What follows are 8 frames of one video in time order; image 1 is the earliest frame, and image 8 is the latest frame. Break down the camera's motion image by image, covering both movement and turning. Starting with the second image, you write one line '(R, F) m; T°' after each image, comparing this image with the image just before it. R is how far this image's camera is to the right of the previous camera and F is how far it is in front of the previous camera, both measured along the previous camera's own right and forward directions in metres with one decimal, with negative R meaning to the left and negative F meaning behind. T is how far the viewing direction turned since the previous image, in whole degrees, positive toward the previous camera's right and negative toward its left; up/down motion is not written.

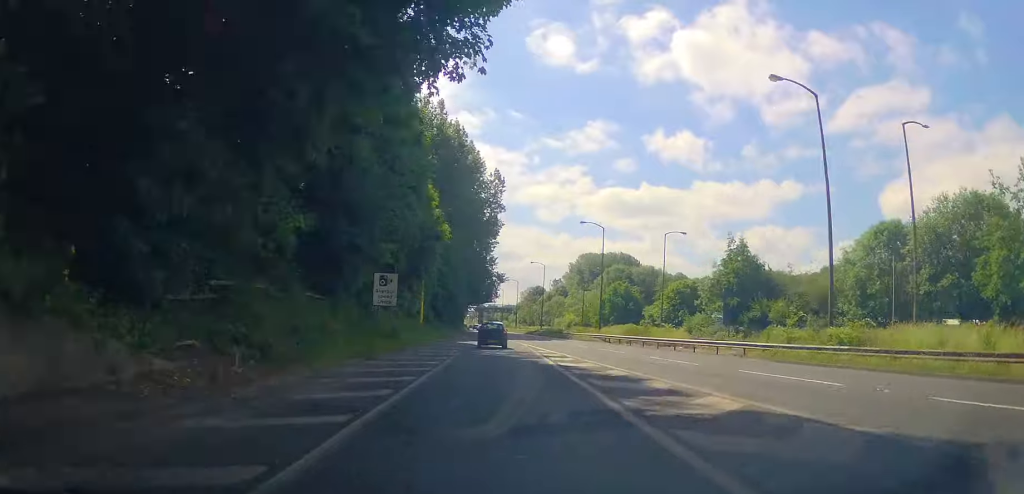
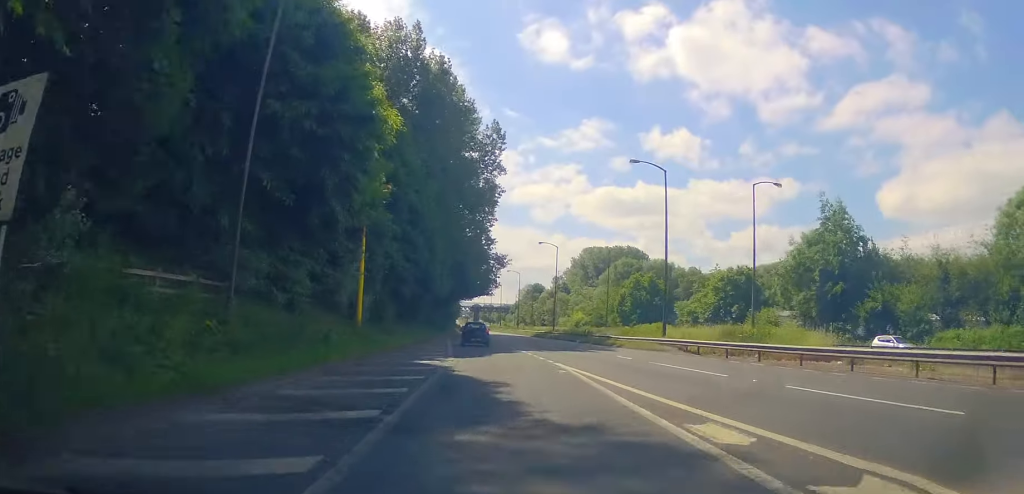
(+0.2, +23.7) m; +1°
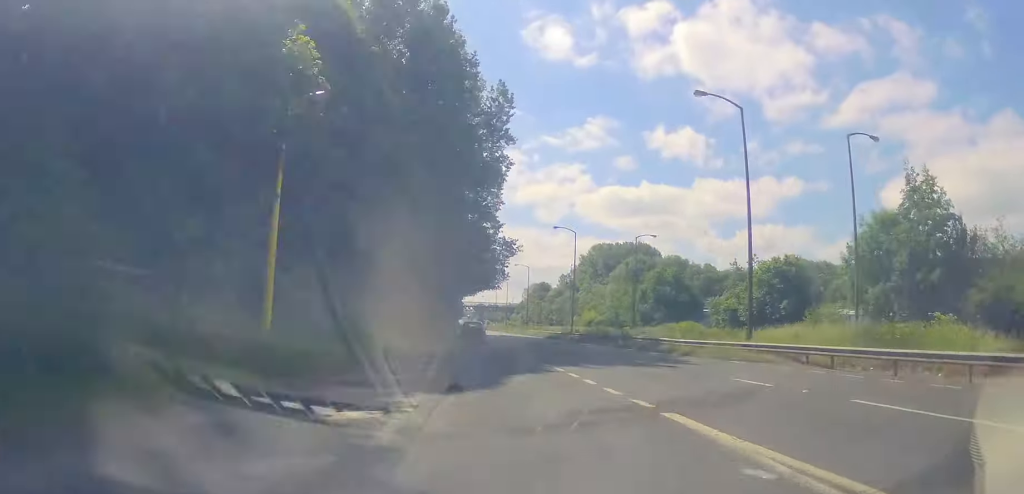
(0.0, +12.4) m; 0°
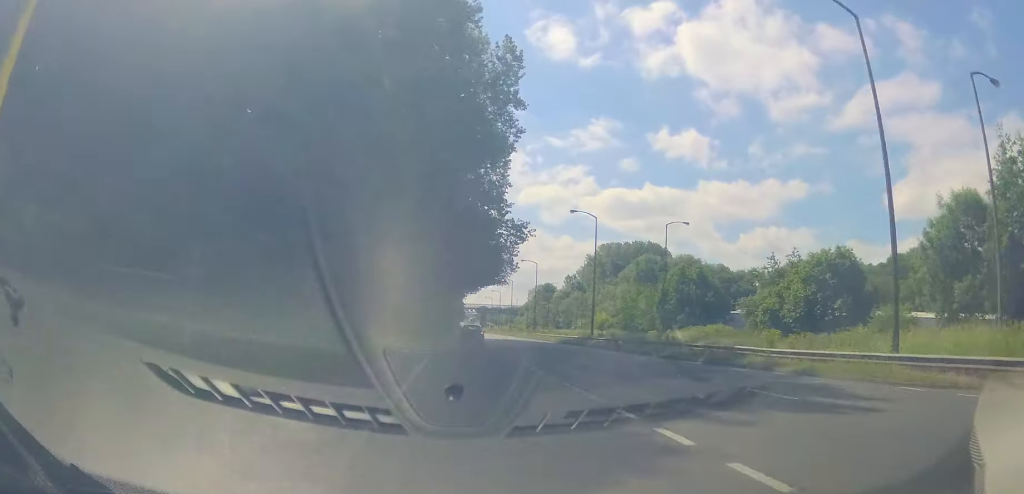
(-0.1, +10.5) m; 0°
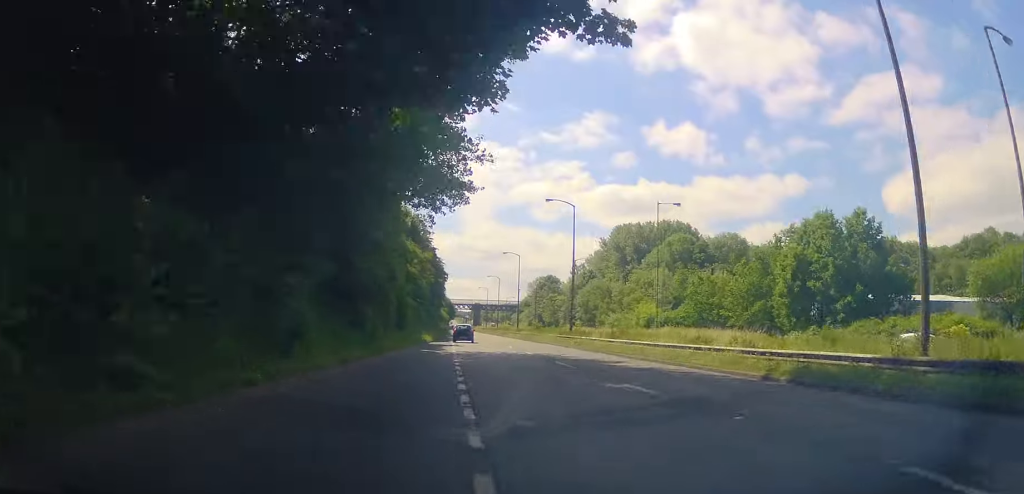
(+0.6, +43.1) m; +1°
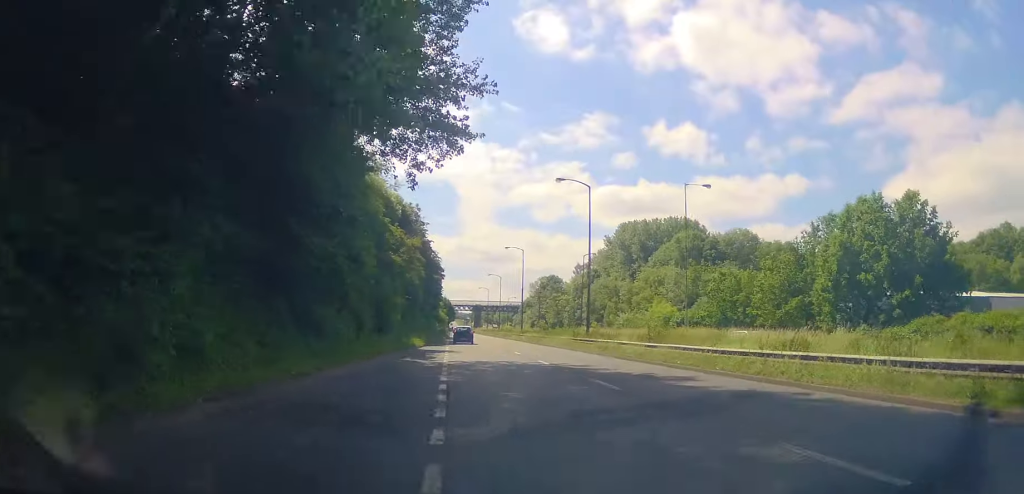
(-0.1, +7.5) m; -1°
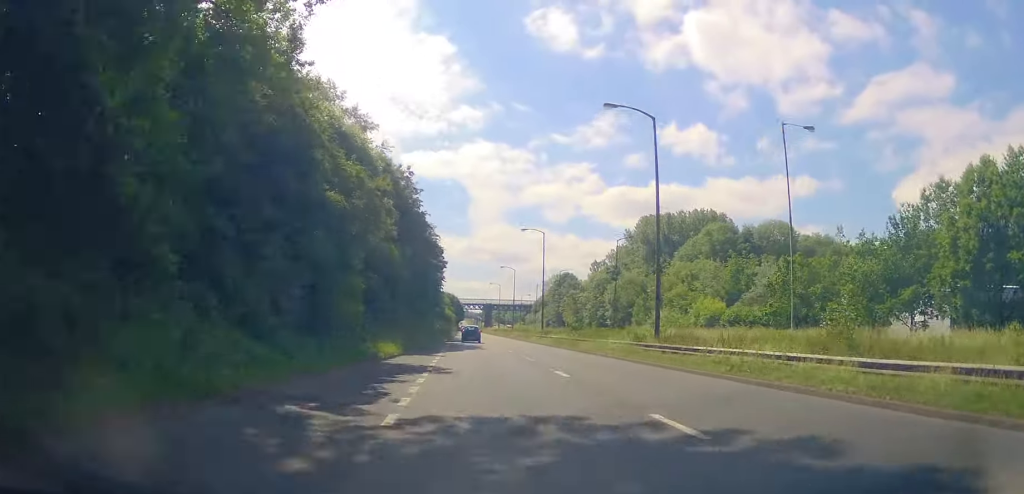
(-0.3, +15.0) m; -2°
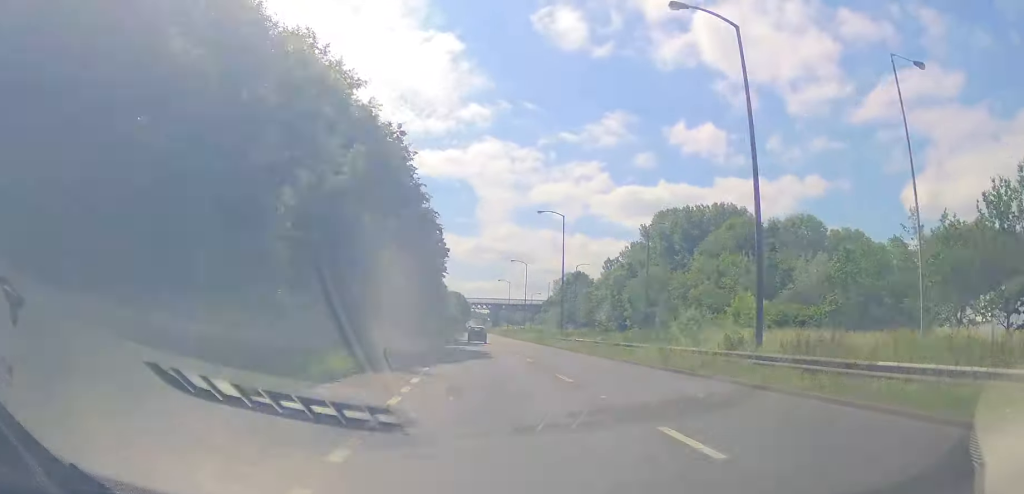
(-0.2, +9.9) m; 0°
